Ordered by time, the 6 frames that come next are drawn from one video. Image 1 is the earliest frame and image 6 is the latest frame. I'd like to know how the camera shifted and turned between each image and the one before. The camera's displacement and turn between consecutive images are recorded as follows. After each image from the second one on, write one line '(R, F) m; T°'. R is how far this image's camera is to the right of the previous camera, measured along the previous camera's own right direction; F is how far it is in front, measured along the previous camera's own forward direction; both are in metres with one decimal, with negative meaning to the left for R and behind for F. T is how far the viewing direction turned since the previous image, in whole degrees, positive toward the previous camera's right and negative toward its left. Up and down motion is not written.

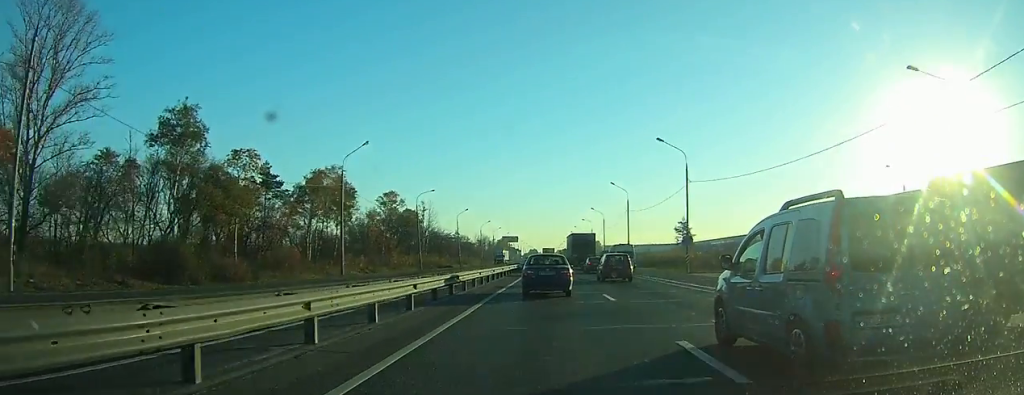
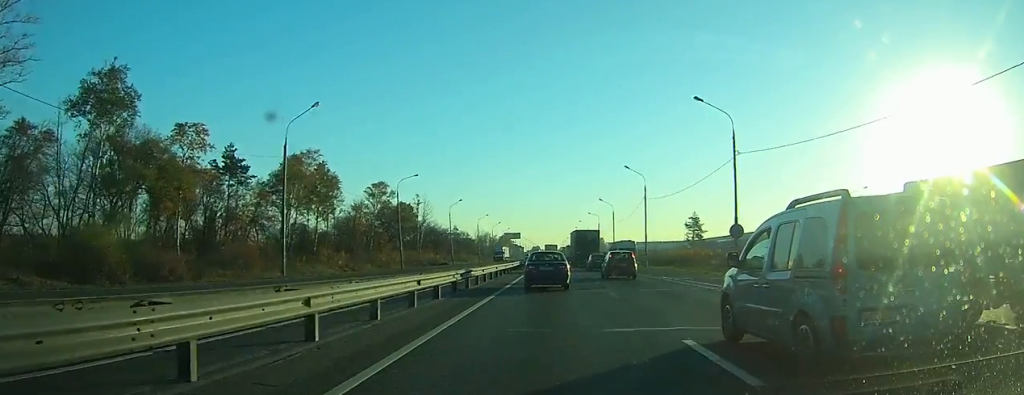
(0.0, +12.4) m; 0°
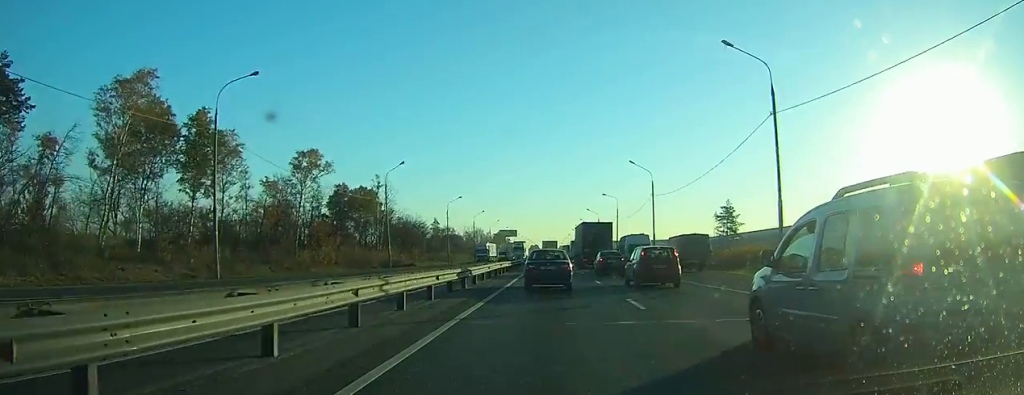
(+0.3, +40.4) m; +1°
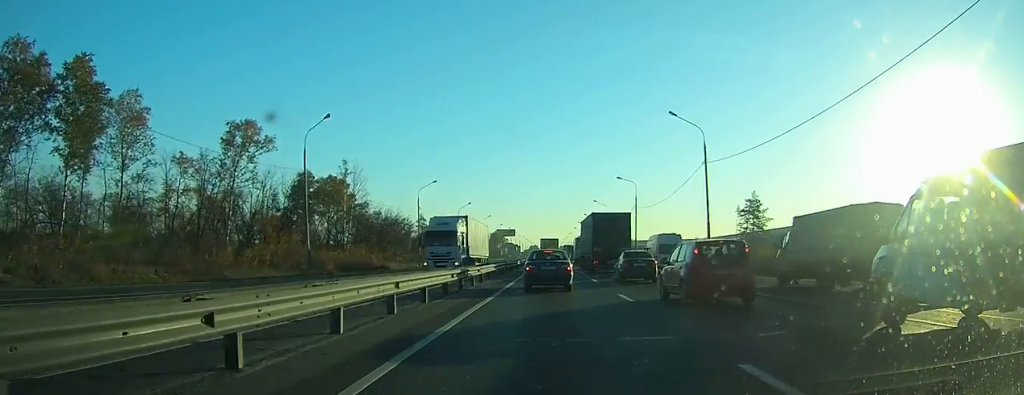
(+0.1, +24.4) m; +1°
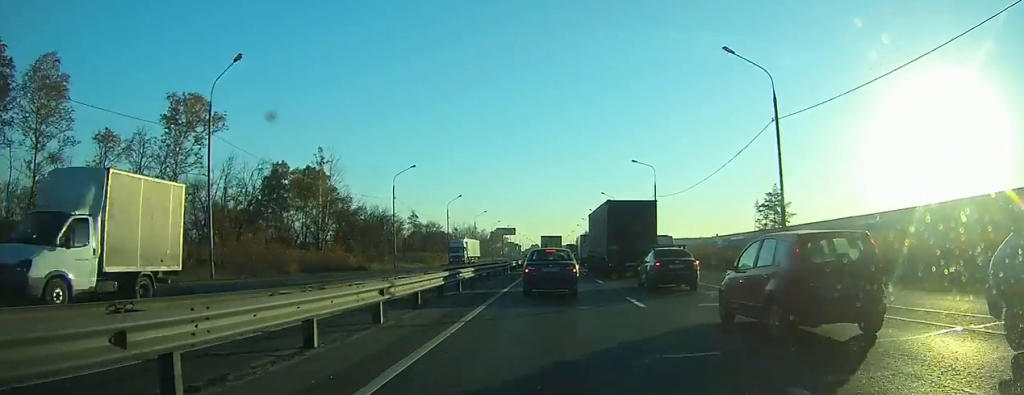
(+0.1, +14.3) m; +1°
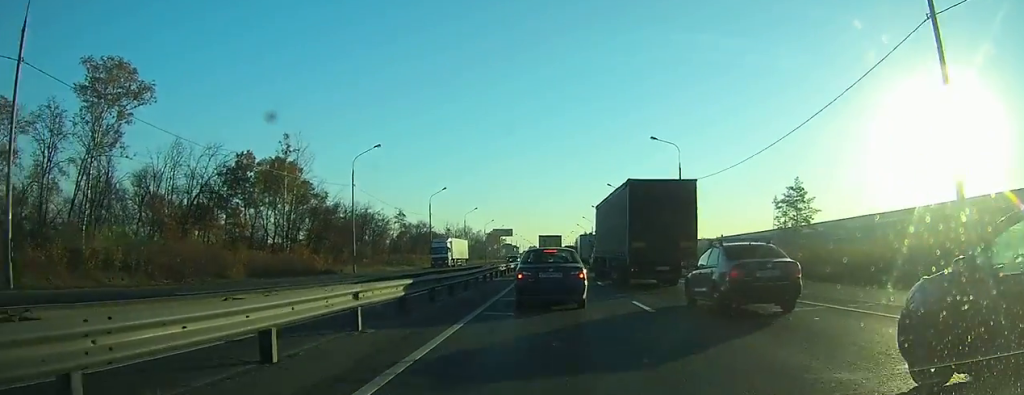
(+0.2, +13.7) m; +1°
